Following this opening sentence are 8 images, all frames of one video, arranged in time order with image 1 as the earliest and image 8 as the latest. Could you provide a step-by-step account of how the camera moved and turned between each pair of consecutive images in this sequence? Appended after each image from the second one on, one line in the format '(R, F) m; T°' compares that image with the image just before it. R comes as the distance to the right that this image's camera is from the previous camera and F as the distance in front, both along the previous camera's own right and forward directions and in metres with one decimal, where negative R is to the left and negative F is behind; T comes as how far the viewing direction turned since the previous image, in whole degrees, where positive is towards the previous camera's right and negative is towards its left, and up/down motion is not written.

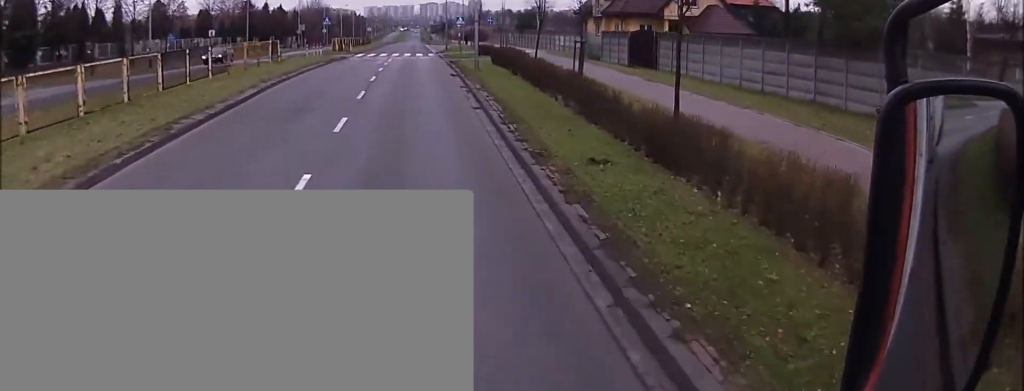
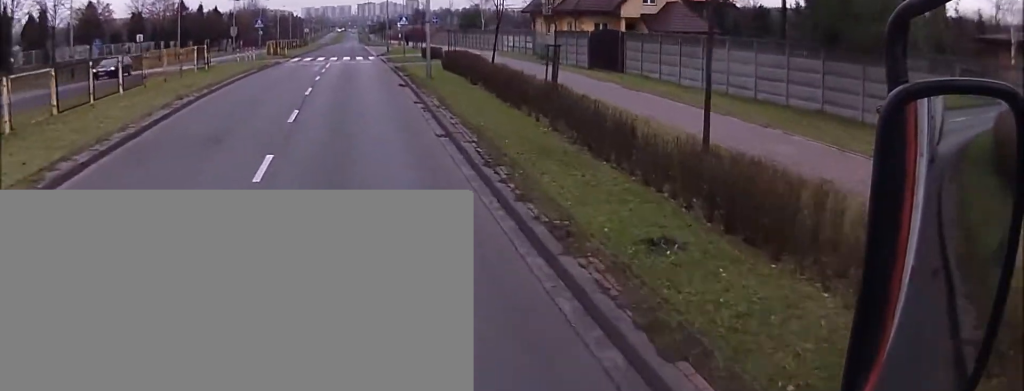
(-0.2, +4.1) m; +1°
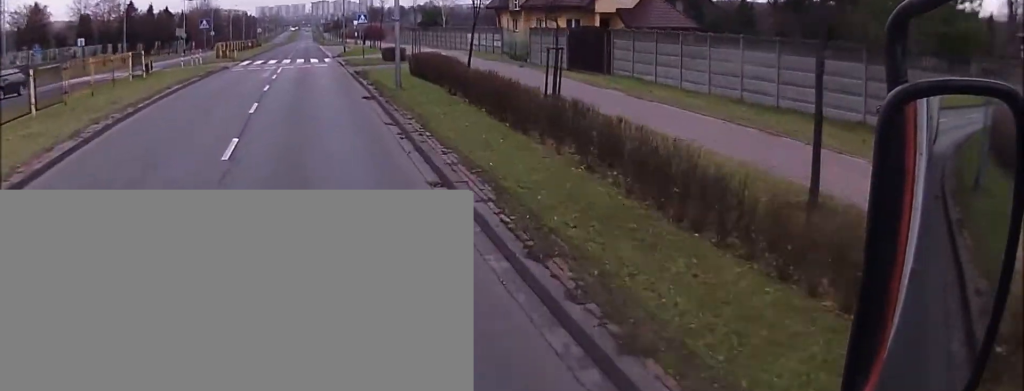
(0.0, +3.7) m; +2°
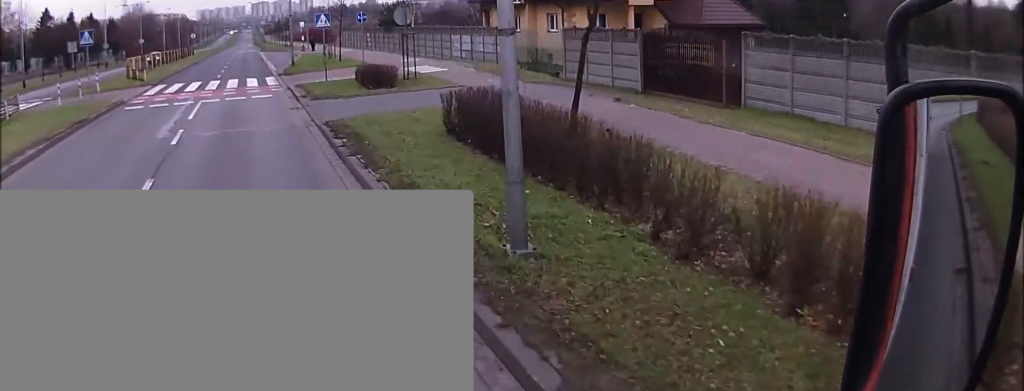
(+1.7, +13.8) m; +11°
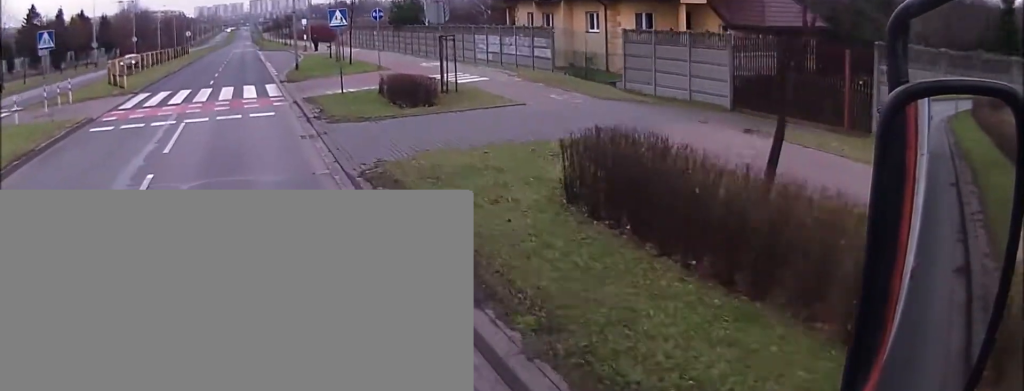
(0.0, +5.4) m; 0°
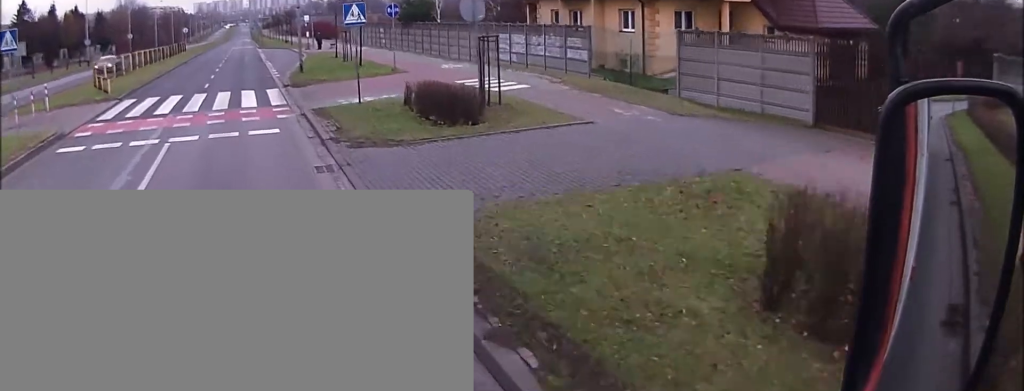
(0.0, +3.7) m; 0°
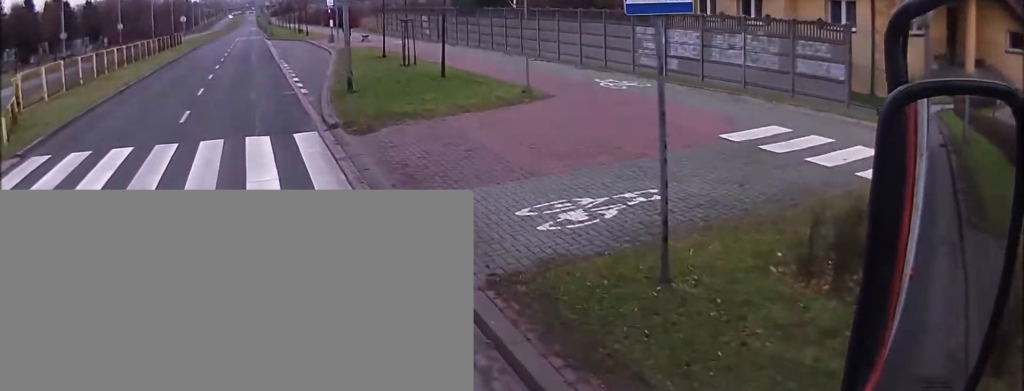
(-0.1, +14.3) m; 0°
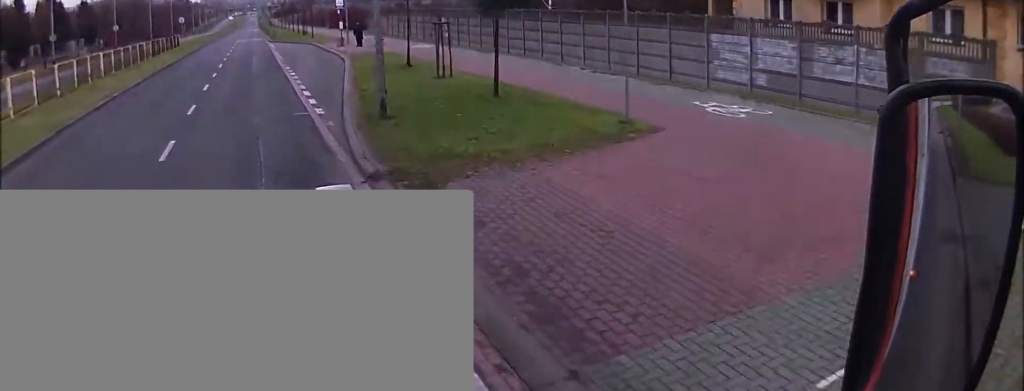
(0.0, +4.7) m; -1°
